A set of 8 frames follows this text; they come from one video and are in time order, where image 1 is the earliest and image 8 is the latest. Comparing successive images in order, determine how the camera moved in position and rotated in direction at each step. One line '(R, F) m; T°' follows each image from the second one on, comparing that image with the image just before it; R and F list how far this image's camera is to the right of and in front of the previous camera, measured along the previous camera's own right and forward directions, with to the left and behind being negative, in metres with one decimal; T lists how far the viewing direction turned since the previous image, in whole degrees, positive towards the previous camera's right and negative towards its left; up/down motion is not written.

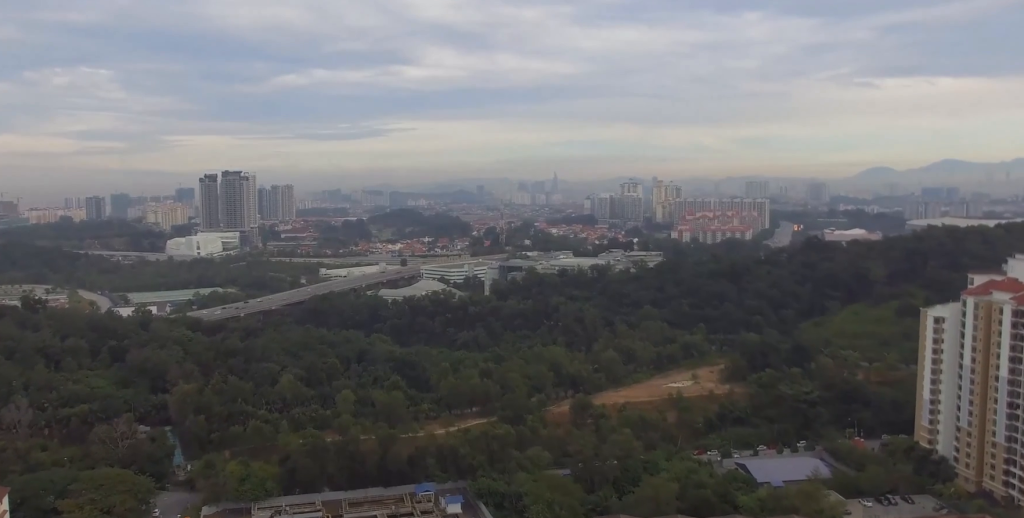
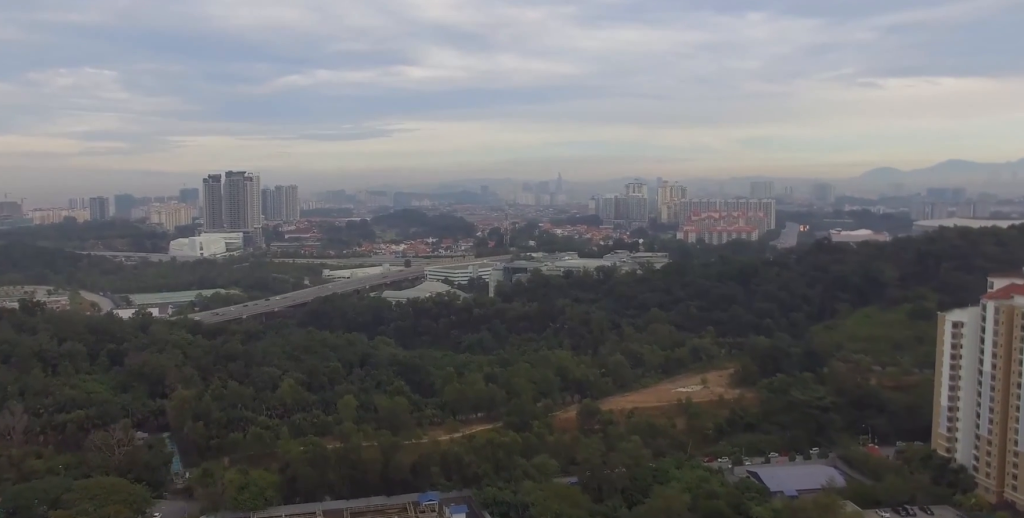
(0.0, +4.9) m; 0°
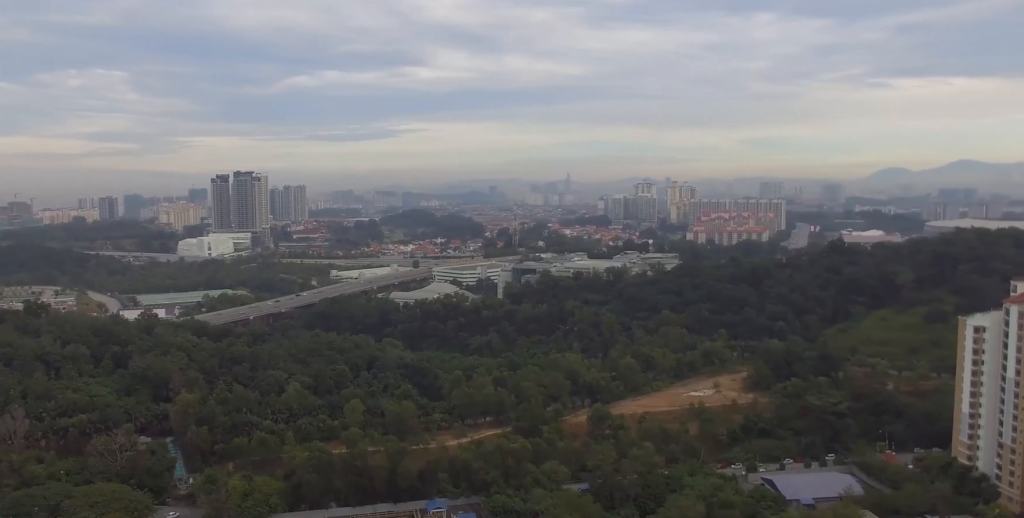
(0.0, +5.3) m; -1°
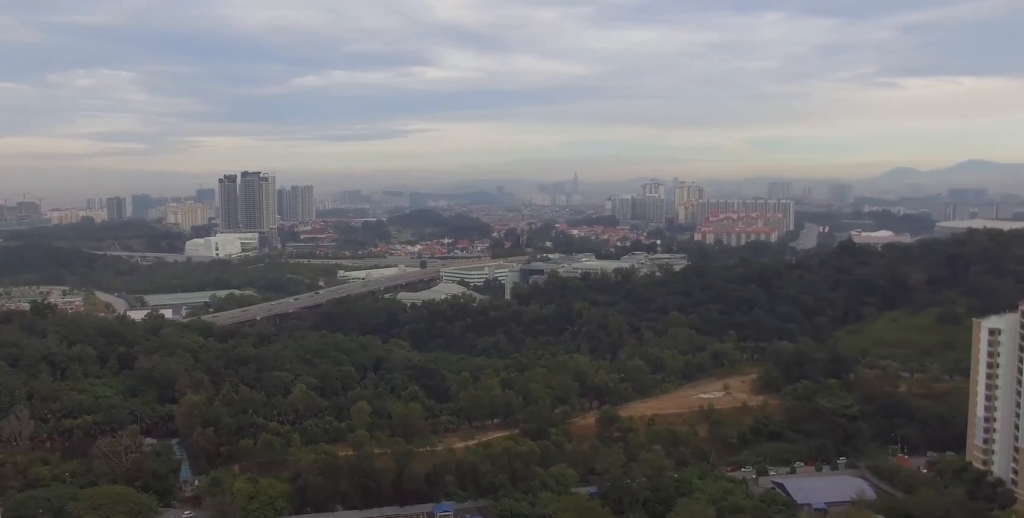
(0.0, +2.7) m; -1°
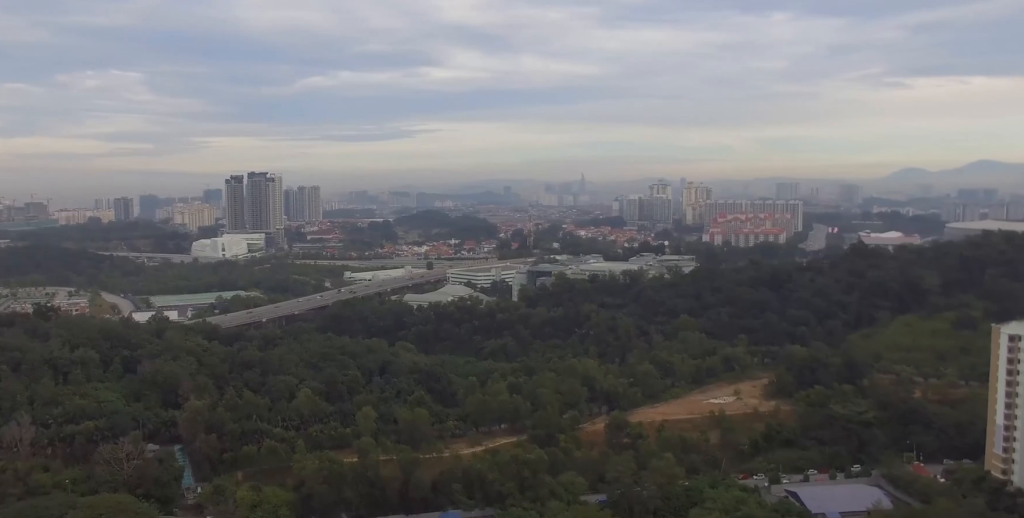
(0.0, +4.5) m; -1°
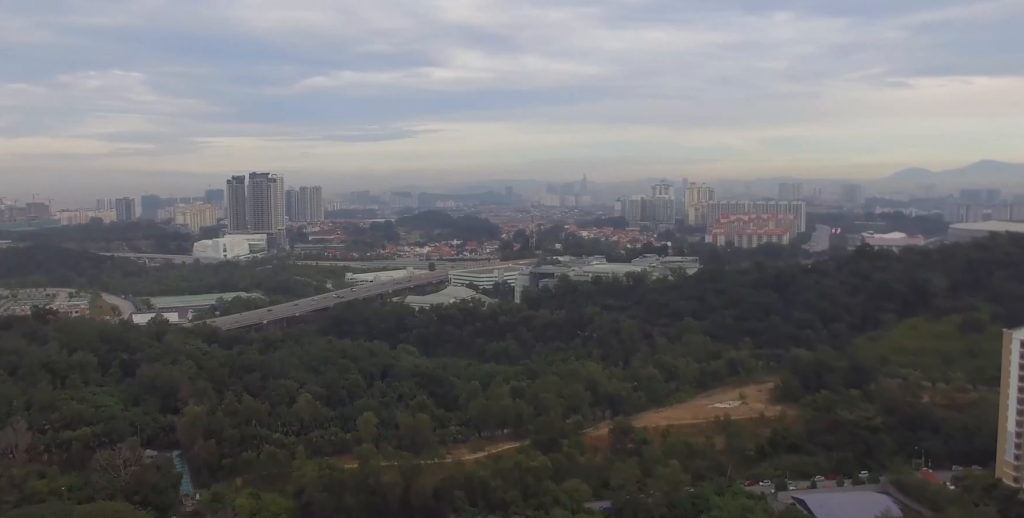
(0.0, +3.4) m; 0°
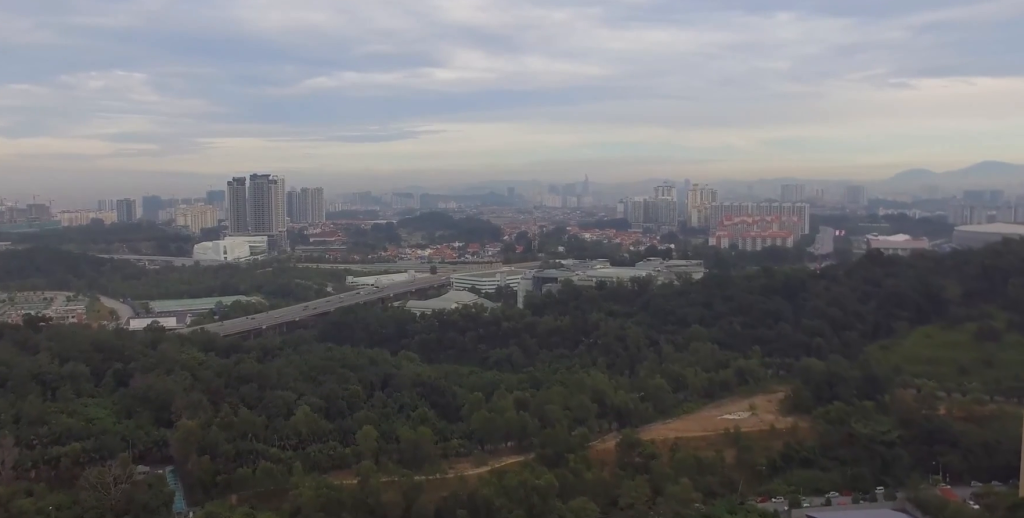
(0.0, +8.6) m; 0°
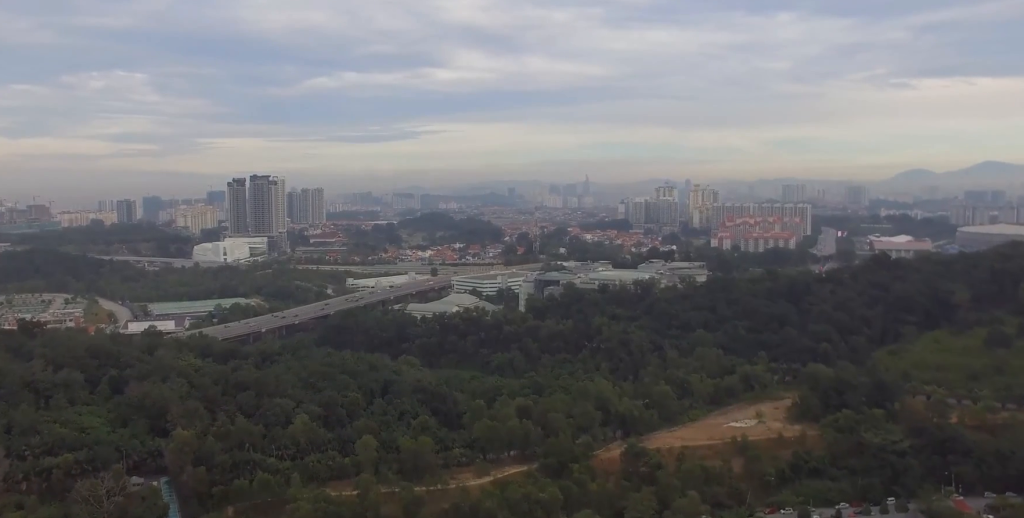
(0.0, +6.0) m; +1°
